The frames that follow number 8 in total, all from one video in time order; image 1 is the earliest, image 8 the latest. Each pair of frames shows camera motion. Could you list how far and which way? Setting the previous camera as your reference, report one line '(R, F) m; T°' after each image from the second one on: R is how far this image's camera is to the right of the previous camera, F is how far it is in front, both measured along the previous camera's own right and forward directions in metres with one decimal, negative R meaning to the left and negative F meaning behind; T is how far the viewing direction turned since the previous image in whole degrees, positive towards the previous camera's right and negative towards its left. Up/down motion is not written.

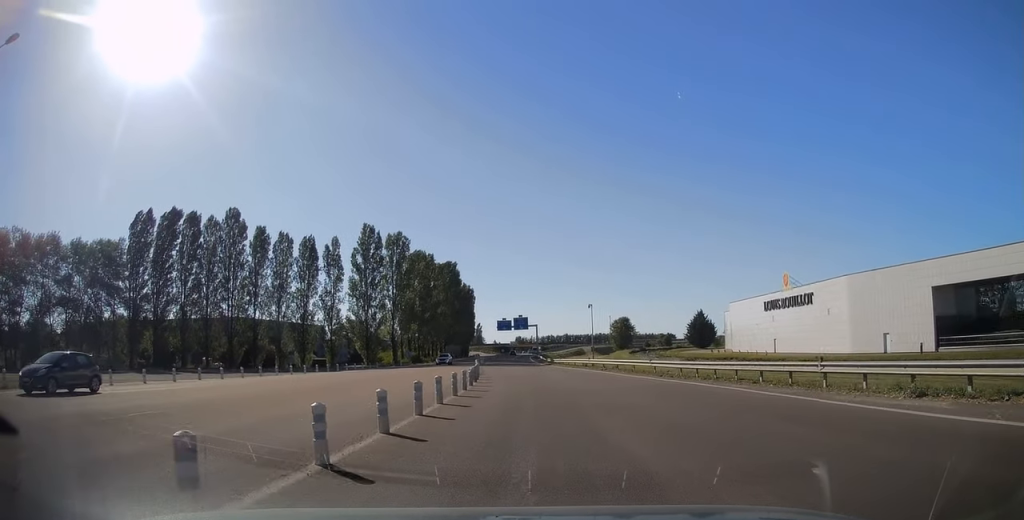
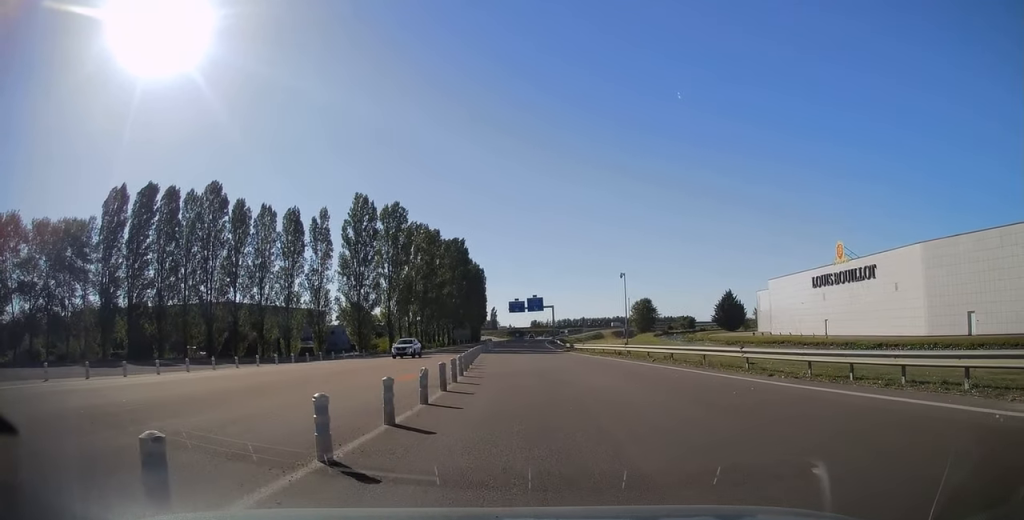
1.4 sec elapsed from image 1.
(-0.3, +12.1) m; -2°
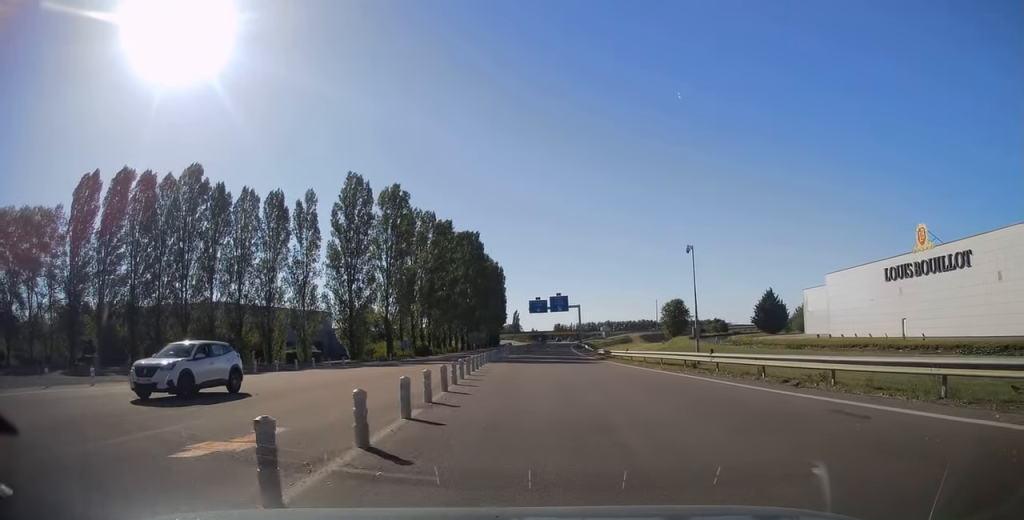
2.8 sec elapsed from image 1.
(0.0, +13.8) m; -1°
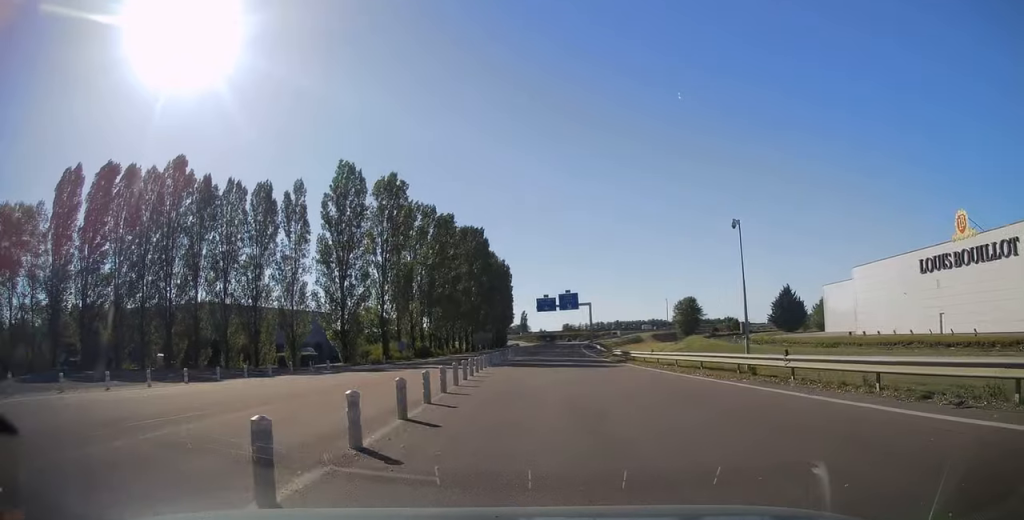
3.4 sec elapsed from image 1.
(-0.1, +6.0) m; -1°
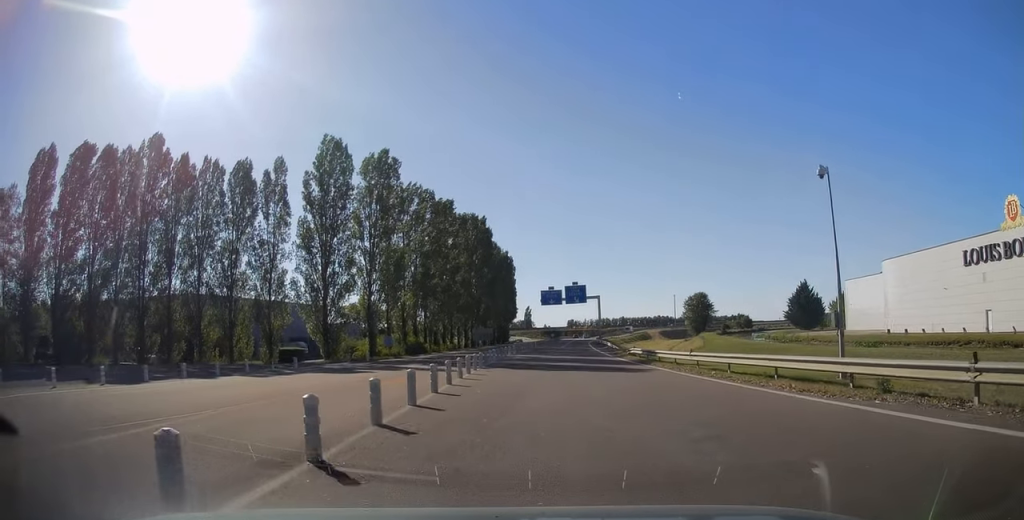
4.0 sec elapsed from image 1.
(-0.1, +7.1) m; -1°
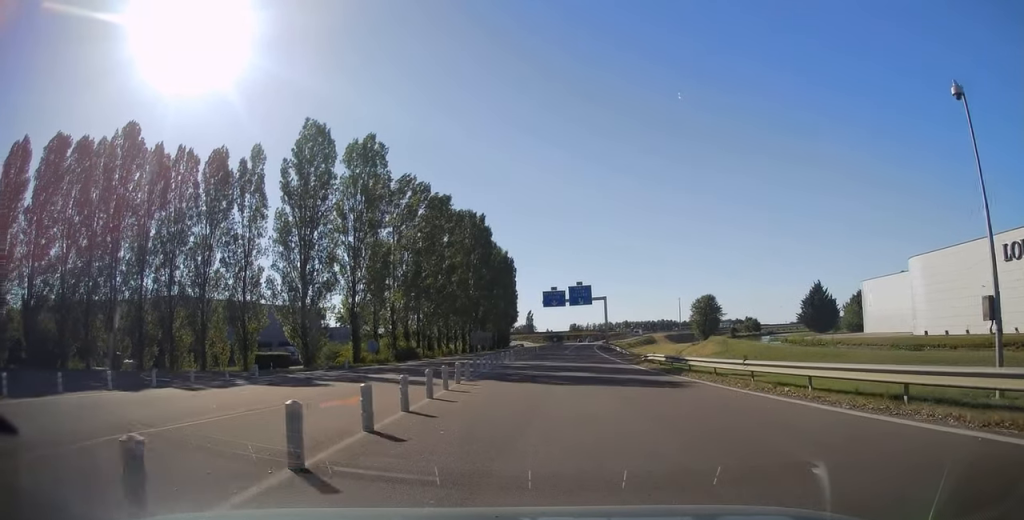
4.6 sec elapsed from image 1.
(-0.1, +6.1) m; 0°
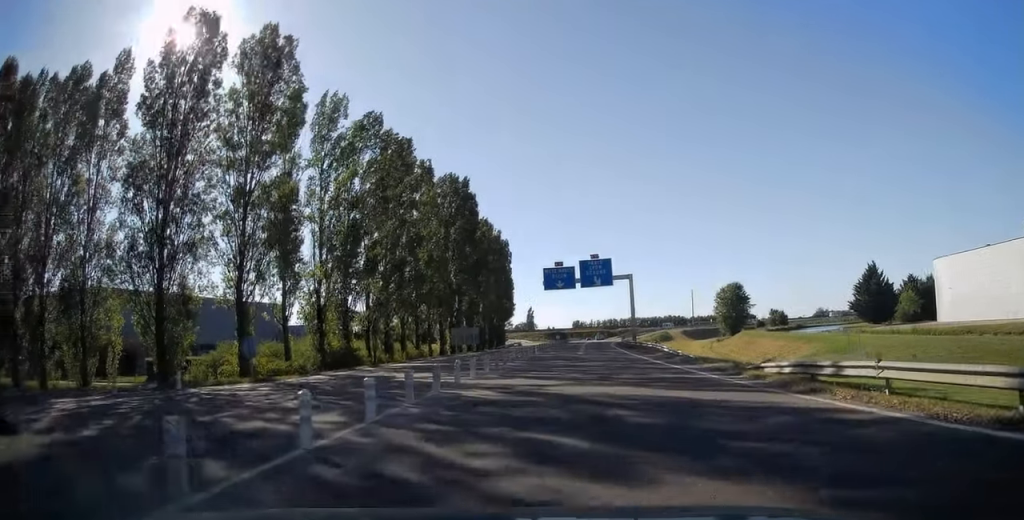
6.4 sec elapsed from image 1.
(-0.1, +22.7) m; 0°
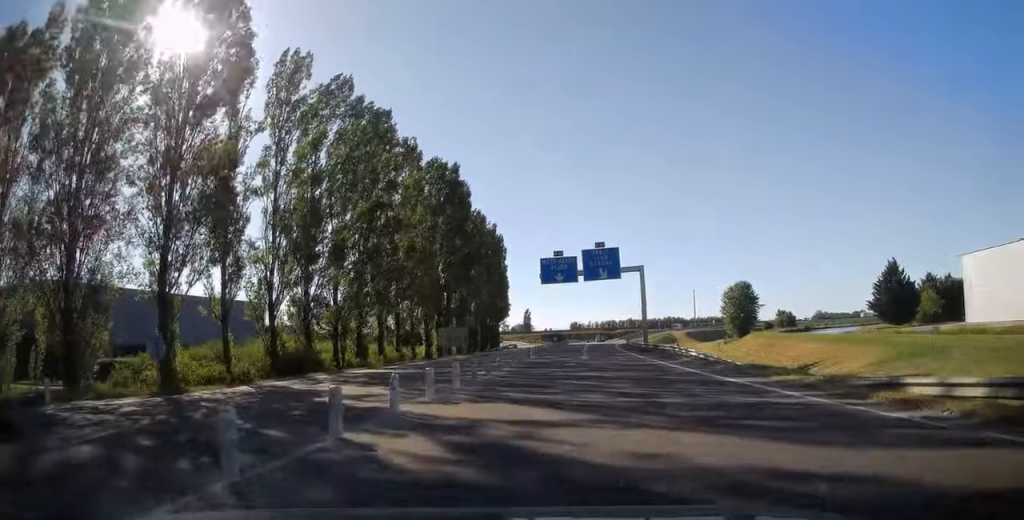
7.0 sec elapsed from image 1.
(-0.1, +7.8) m; 0°
